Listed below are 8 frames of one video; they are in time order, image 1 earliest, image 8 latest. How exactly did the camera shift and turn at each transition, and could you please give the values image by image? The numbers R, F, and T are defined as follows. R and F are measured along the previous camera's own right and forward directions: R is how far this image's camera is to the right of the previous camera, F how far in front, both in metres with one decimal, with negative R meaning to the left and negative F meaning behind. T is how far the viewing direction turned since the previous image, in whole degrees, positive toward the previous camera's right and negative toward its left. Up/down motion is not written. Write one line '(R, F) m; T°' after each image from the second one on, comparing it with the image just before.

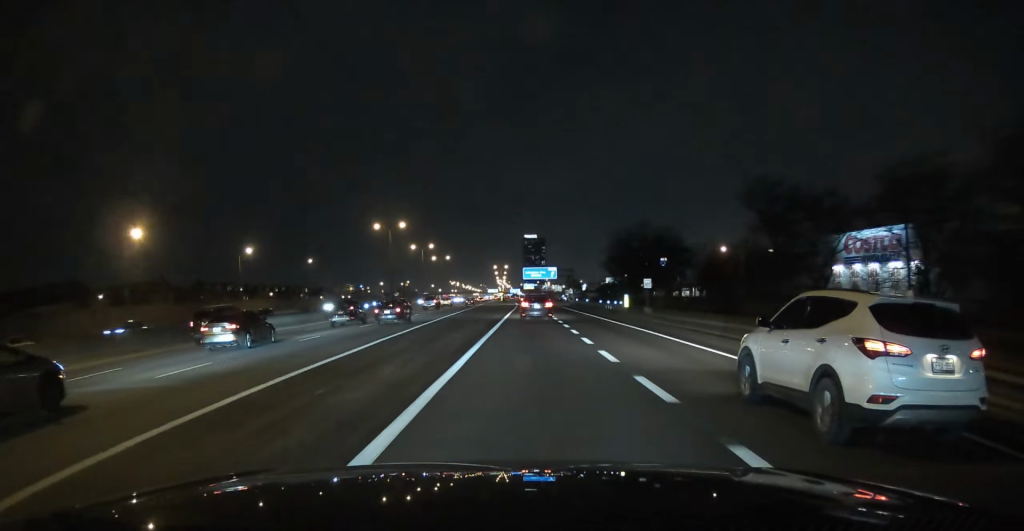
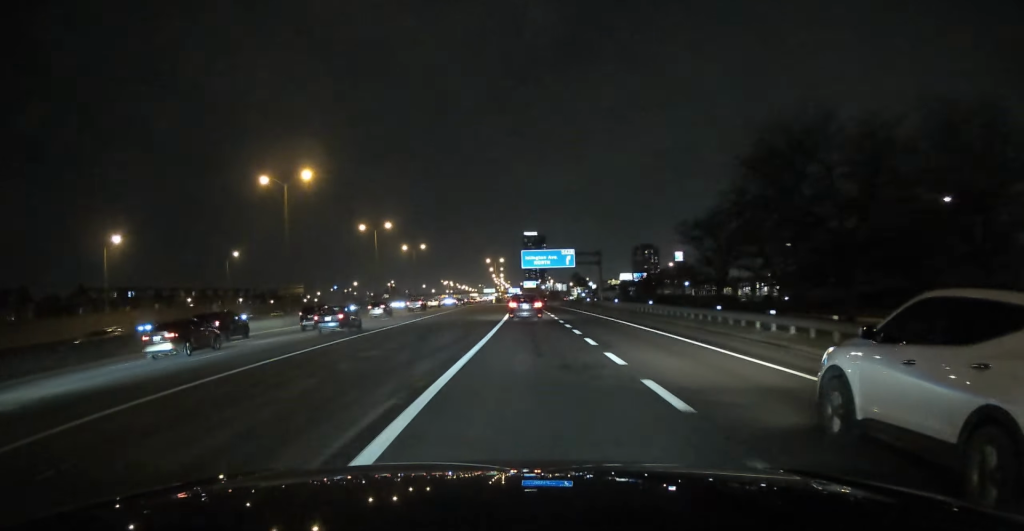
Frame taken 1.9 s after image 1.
(+0.1, +54.3) m; 0°
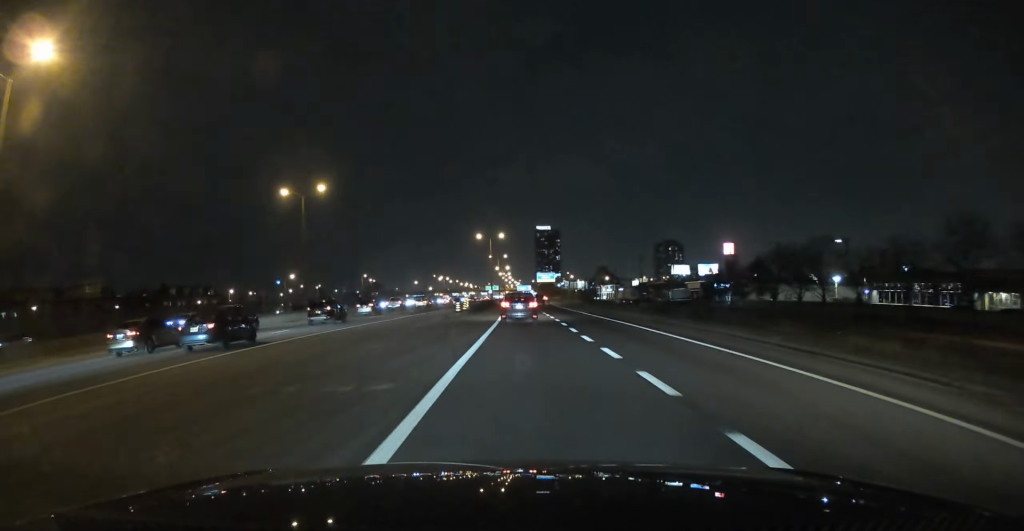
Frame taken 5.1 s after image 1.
(-0.7, +93.9) m; -1°
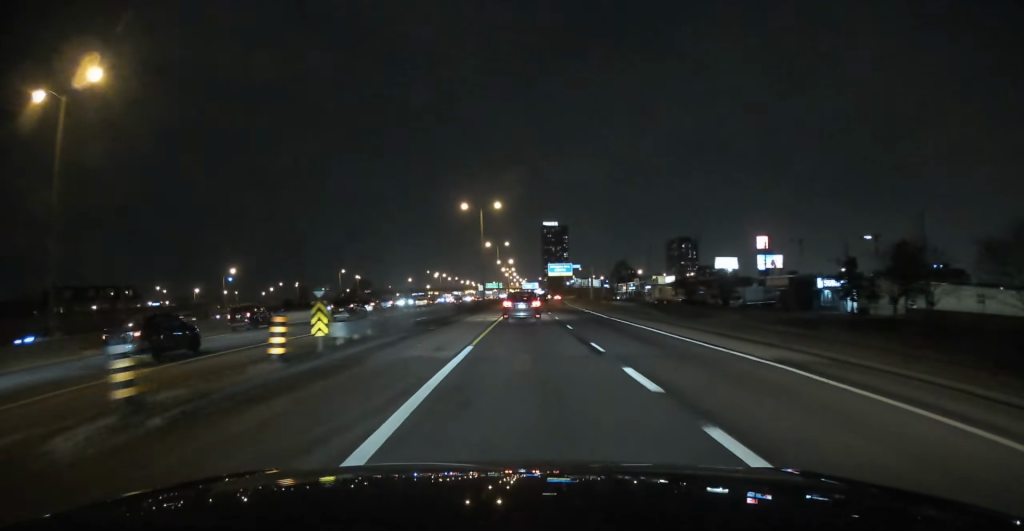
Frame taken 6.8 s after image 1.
(-0.3, +47.8) m; 0°
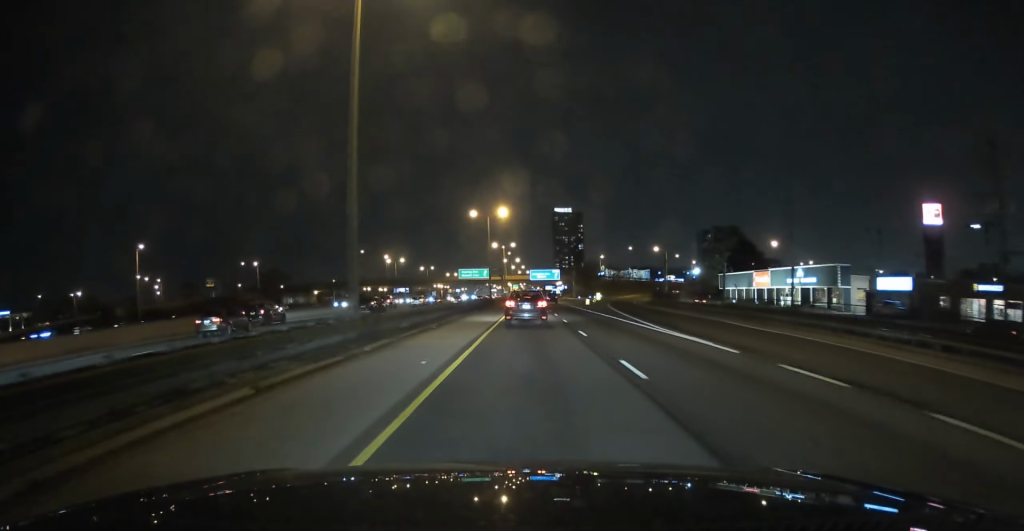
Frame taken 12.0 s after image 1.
(-0.9, +148.8) m; 0°
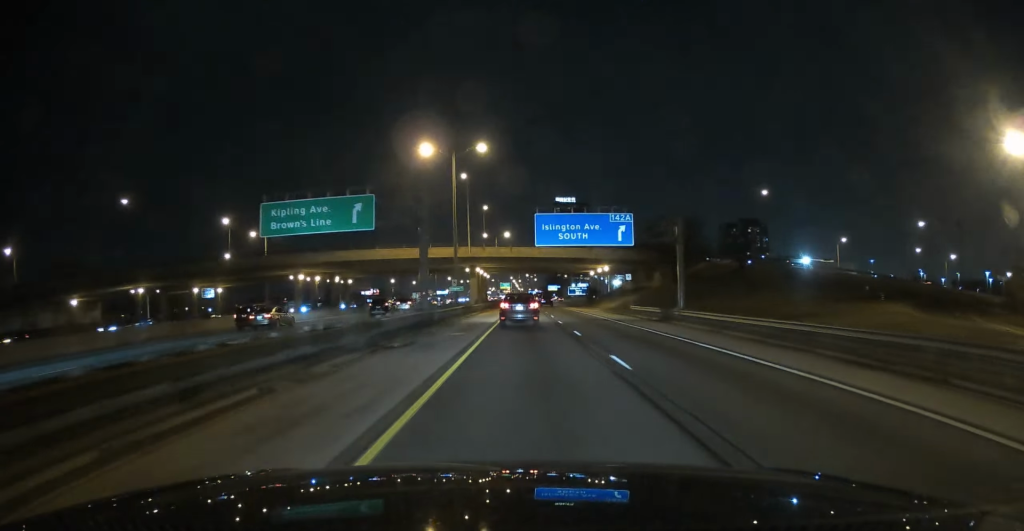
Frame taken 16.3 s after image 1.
(+0.1, +120.1) m; 0°
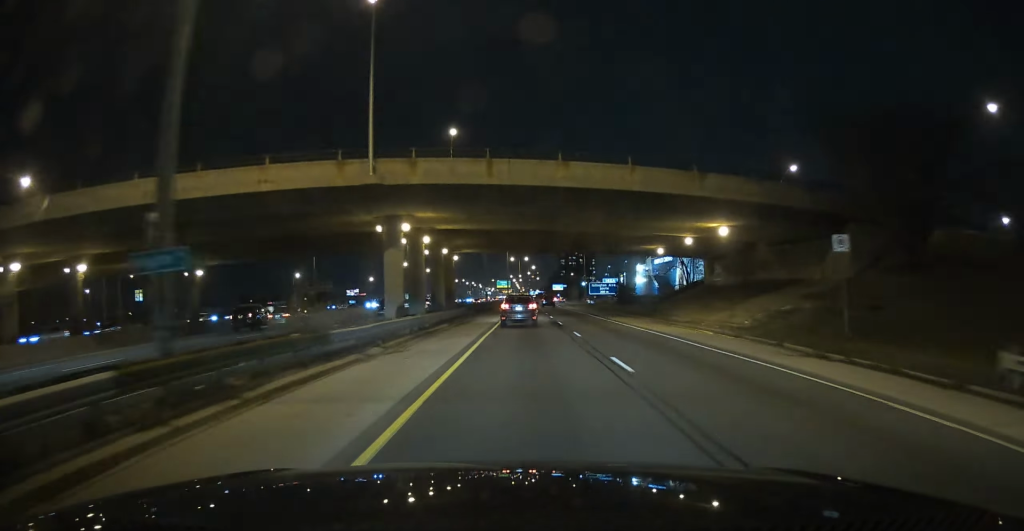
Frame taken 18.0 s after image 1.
(-0.3, +48.2) m; 0°
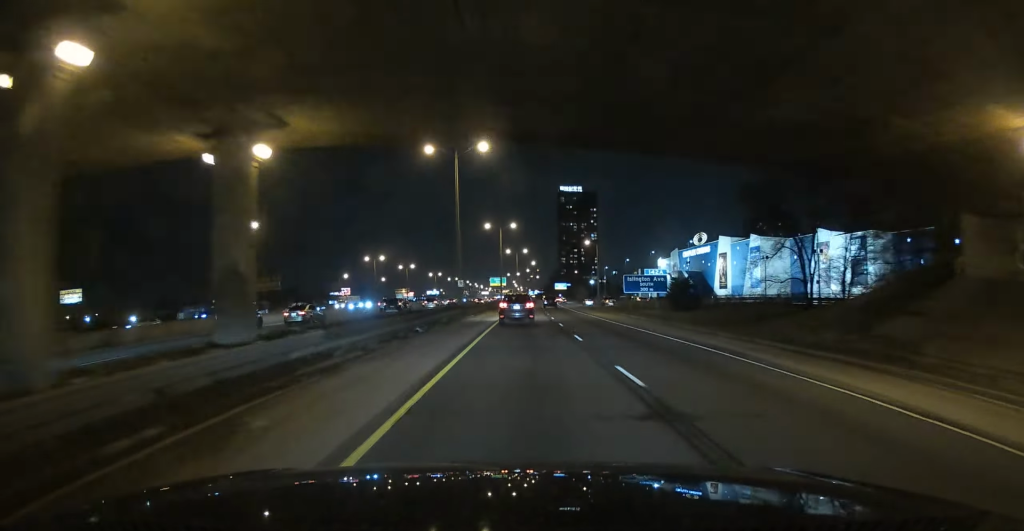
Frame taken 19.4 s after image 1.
(-0.1, +38.5) m; 0°
